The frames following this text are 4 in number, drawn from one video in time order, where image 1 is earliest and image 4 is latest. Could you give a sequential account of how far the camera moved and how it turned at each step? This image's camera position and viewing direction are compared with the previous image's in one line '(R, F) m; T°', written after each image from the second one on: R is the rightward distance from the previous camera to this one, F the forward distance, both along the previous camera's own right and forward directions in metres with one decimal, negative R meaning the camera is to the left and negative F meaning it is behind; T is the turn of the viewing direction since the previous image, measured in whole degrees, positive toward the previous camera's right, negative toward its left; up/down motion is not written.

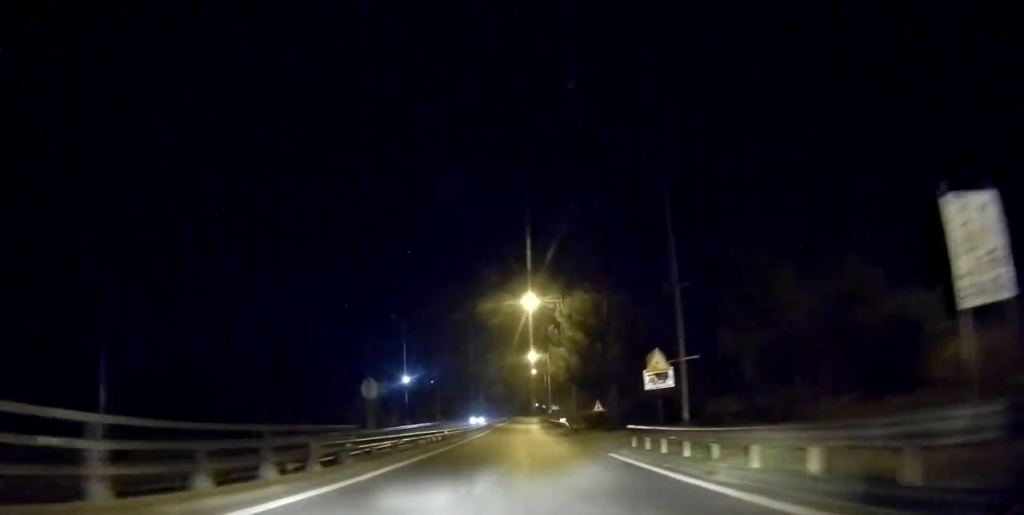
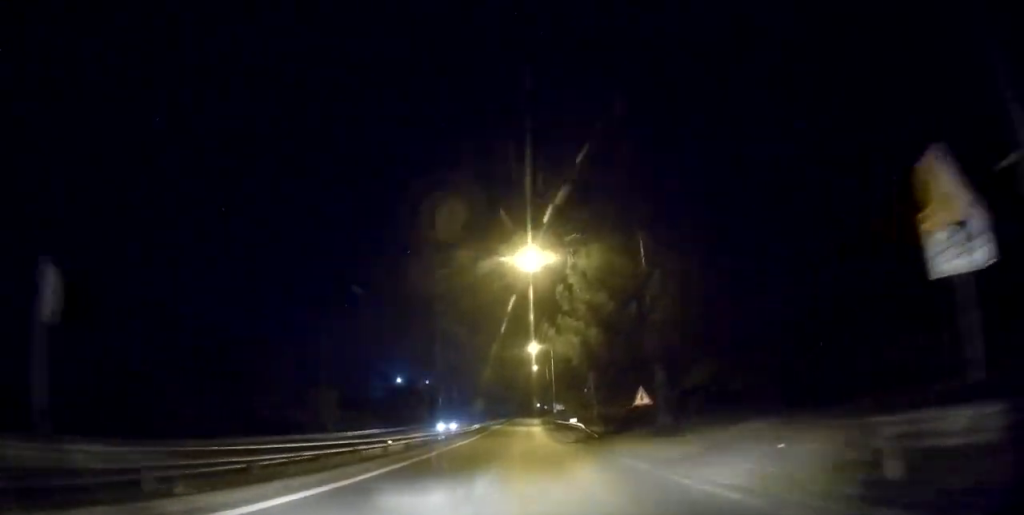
(-0.1, +13.8) m; -1°
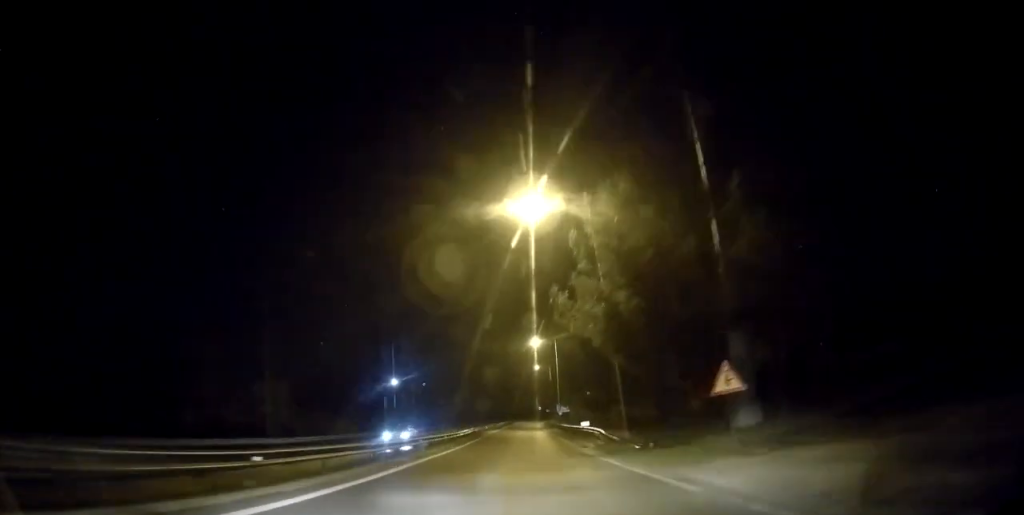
(-0.1, +9.8) m; -1°
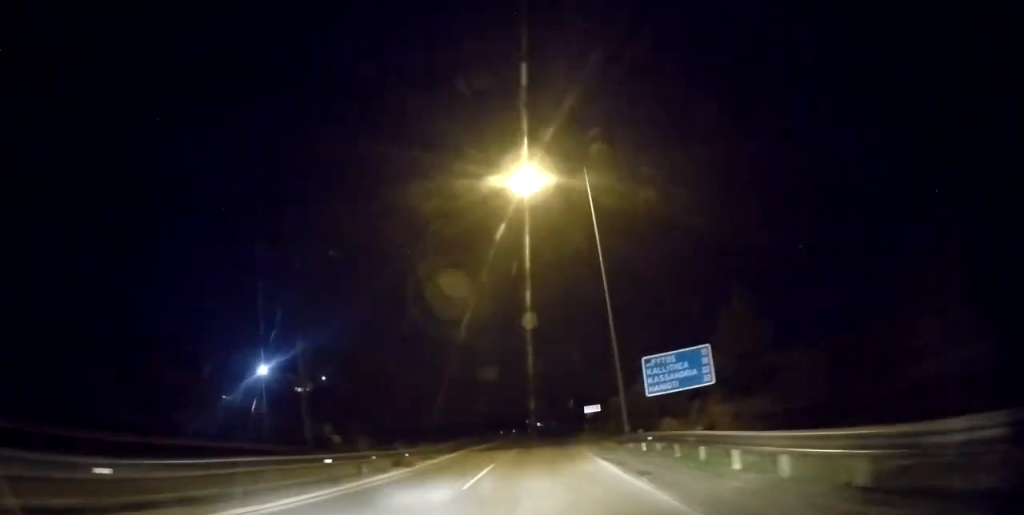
(-0.2, +98.7) m; +2°
